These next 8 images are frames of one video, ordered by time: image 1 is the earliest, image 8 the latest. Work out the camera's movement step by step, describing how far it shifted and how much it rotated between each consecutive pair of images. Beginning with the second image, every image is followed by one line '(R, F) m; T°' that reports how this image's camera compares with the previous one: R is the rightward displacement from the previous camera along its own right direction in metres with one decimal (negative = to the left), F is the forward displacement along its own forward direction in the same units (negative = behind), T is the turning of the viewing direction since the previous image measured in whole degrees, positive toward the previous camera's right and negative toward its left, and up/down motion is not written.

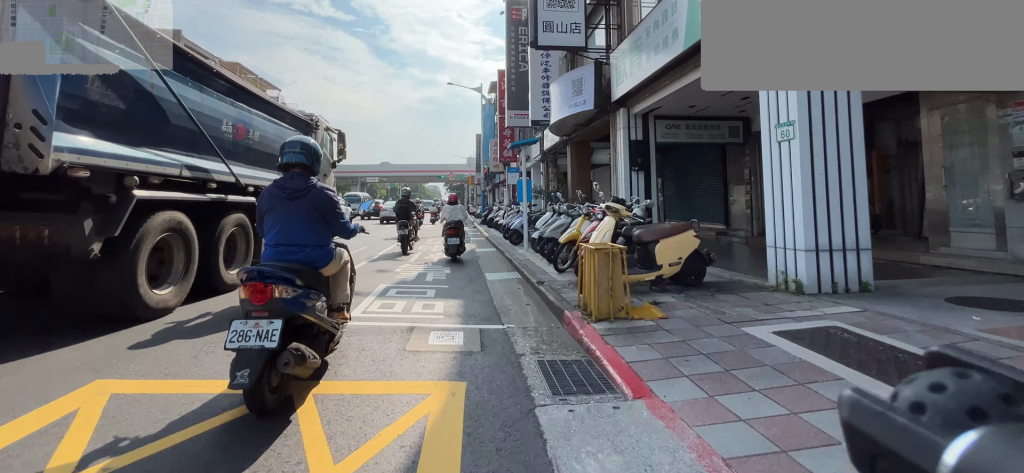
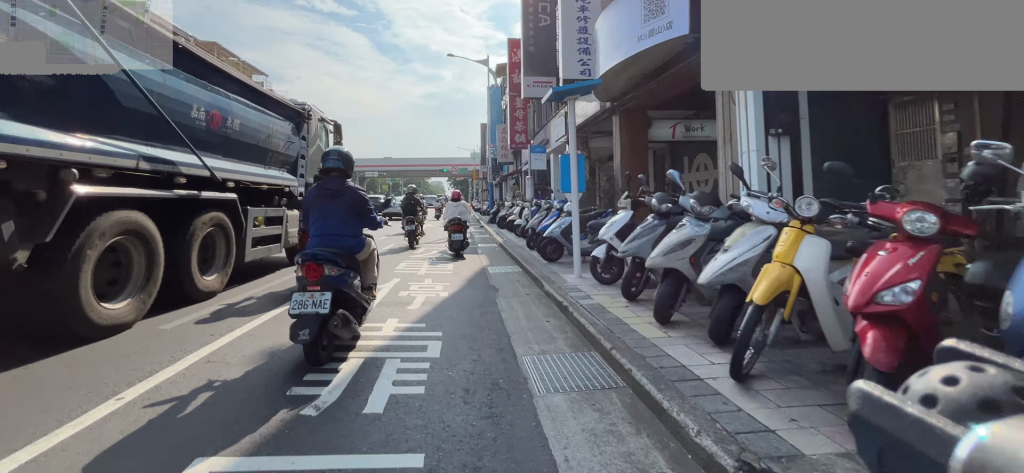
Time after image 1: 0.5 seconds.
(0.0, +4.4) m; -1°
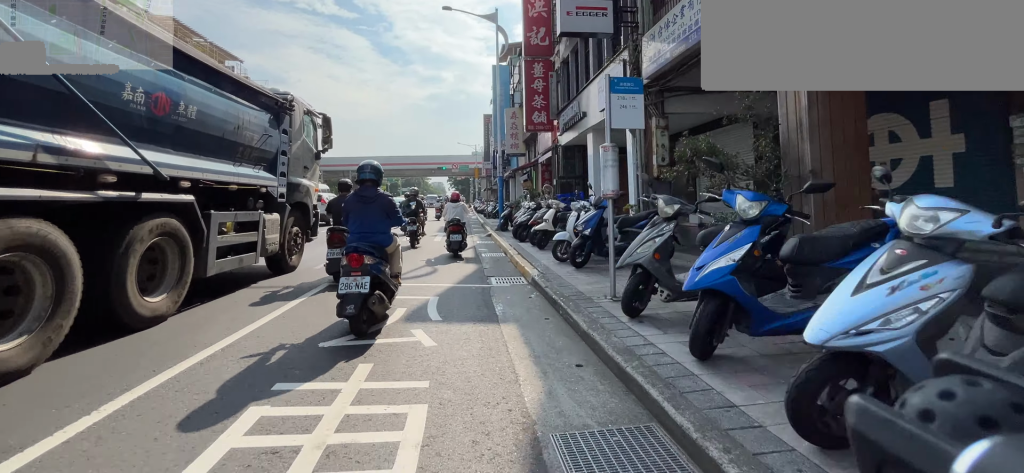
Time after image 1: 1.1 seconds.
(-0.1, +5.4) m; 0°
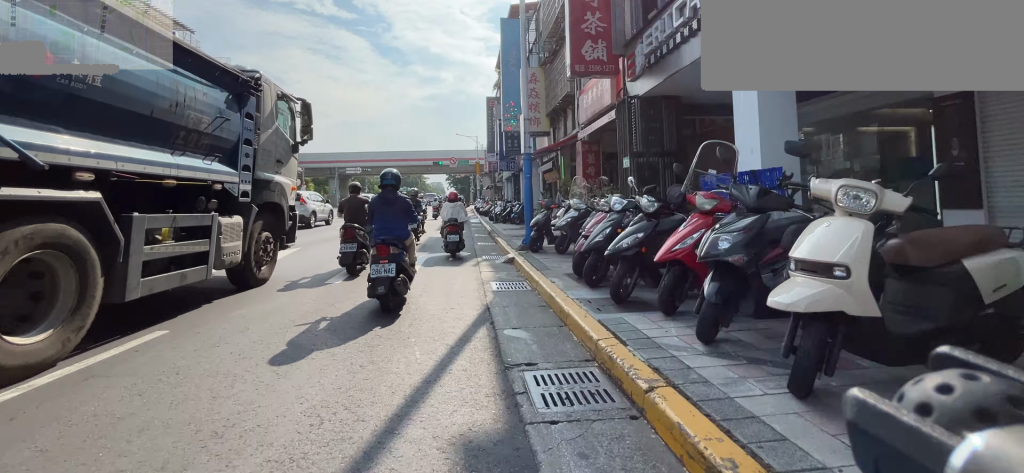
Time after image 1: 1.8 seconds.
(-0.1, +6.5) m; 0°
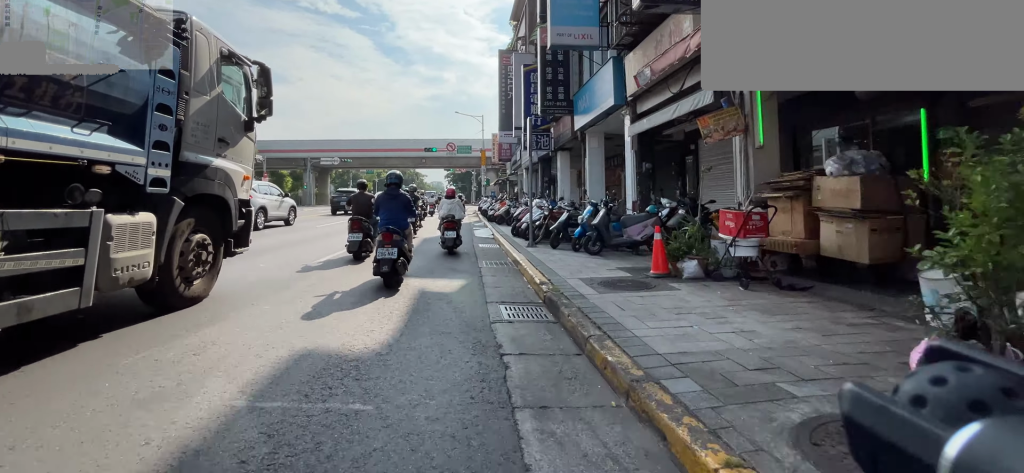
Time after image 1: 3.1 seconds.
(+0.2, +9.4) m; +1°
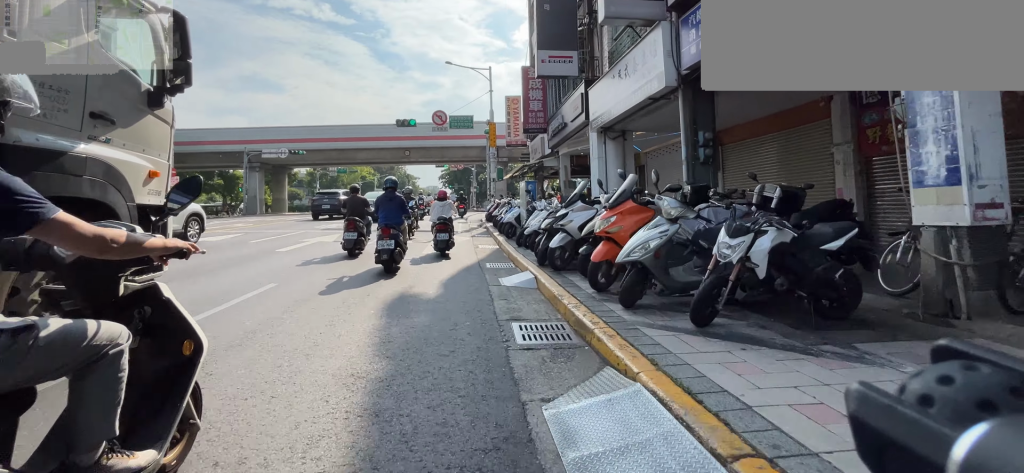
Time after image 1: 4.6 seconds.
(0.0, +11.3) m; -1°
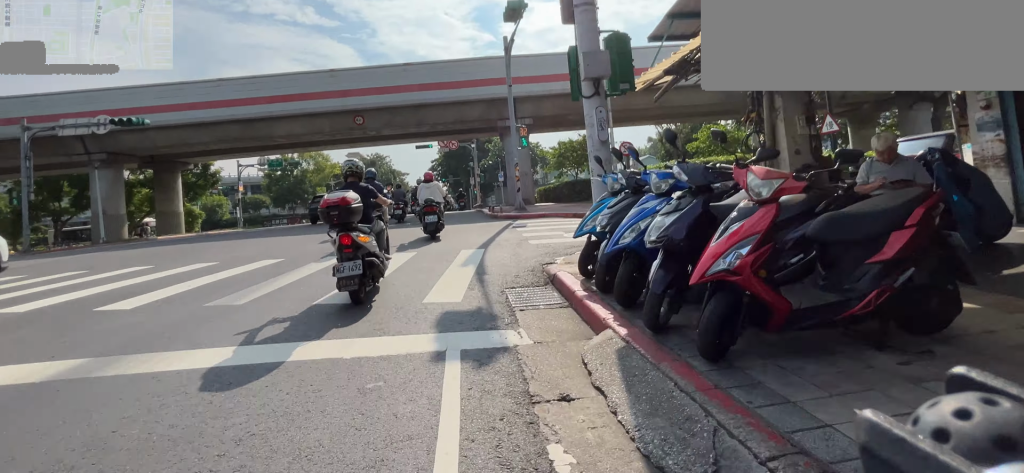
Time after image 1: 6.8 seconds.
(+0.9, +14.6) m; +32°
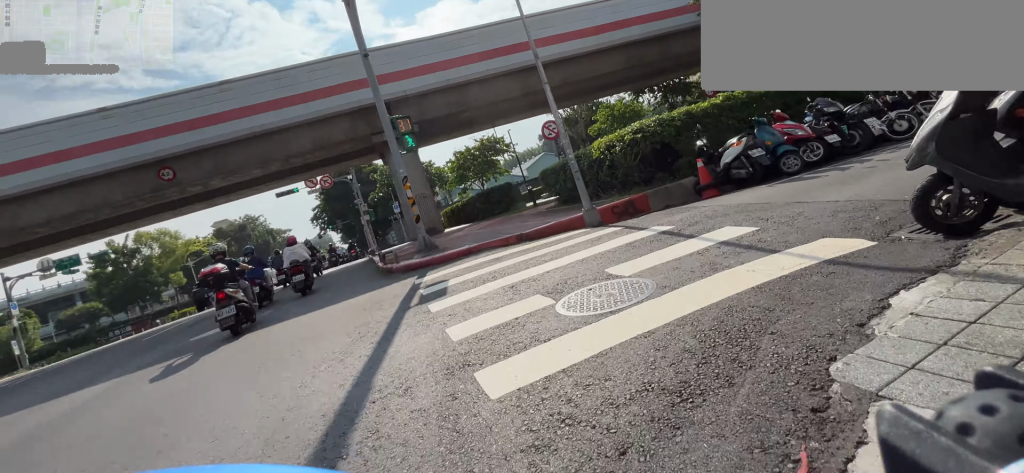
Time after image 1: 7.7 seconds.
(+2.0, +4.6) m; +31°
